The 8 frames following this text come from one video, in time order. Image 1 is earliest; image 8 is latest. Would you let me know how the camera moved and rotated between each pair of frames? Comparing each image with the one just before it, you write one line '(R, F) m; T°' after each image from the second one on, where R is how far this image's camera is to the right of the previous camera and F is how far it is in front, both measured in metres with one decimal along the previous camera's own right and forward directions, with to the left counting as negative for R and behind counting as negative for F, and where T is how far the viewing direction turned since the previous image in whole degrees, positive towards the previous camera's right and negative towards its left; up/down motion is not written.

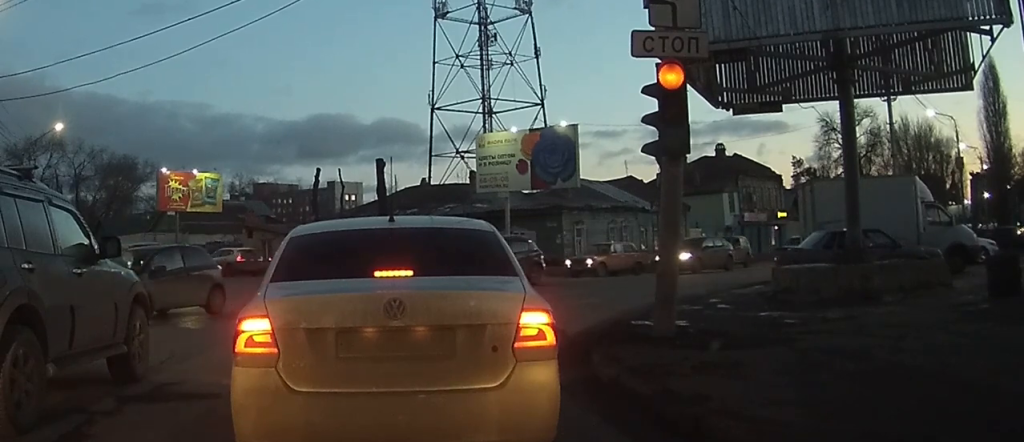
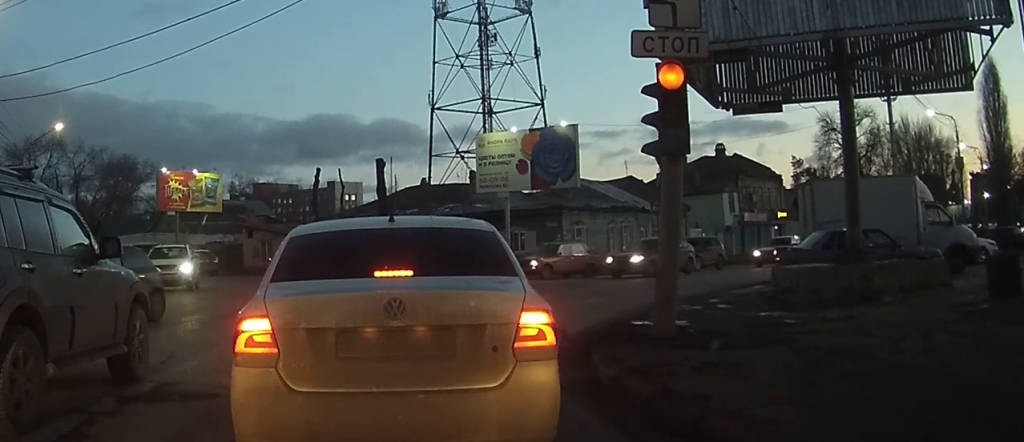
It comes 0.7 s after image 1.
(0.0, +0.1) m; 0°
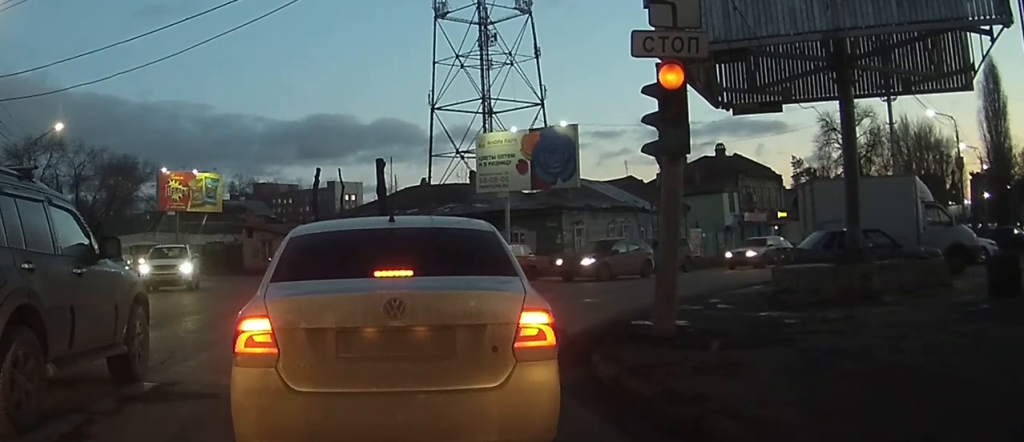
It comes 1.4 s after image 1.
(0.0, +0.1) m; 0°
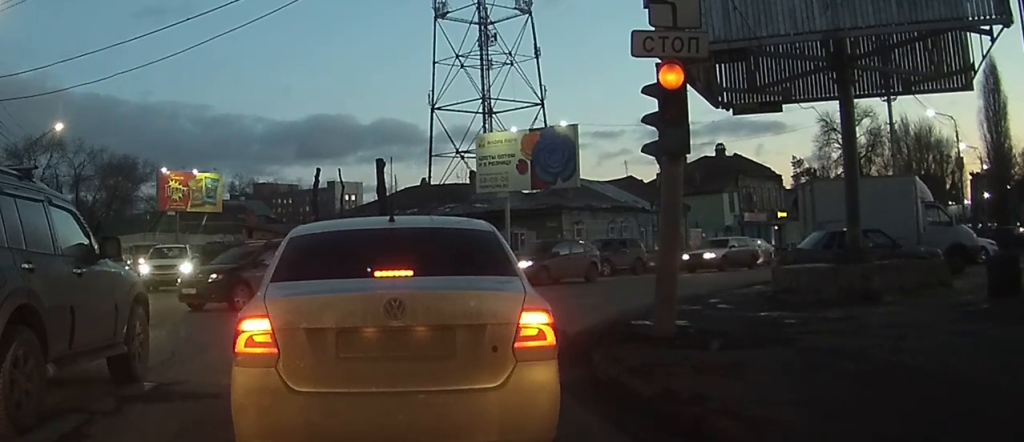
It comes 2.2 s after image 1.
(0.0, +0.2) m; 0°
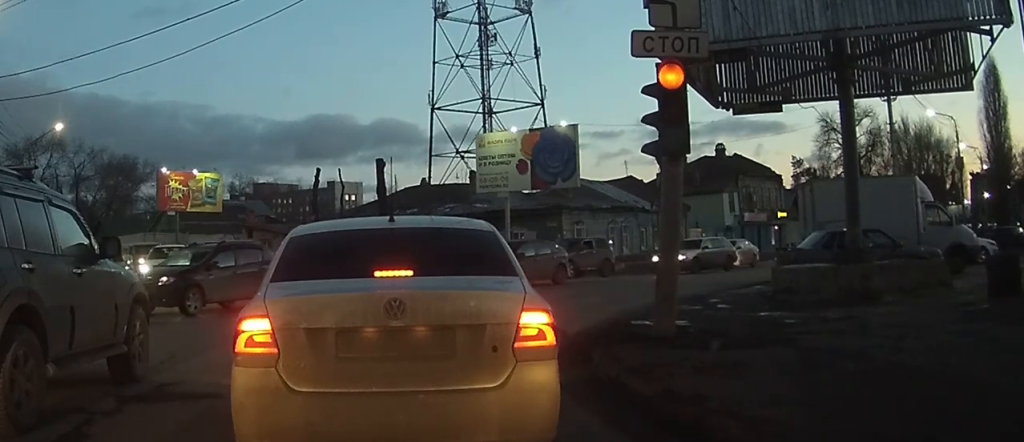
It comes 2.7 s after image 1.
(0.0, +0.1) m; 0°
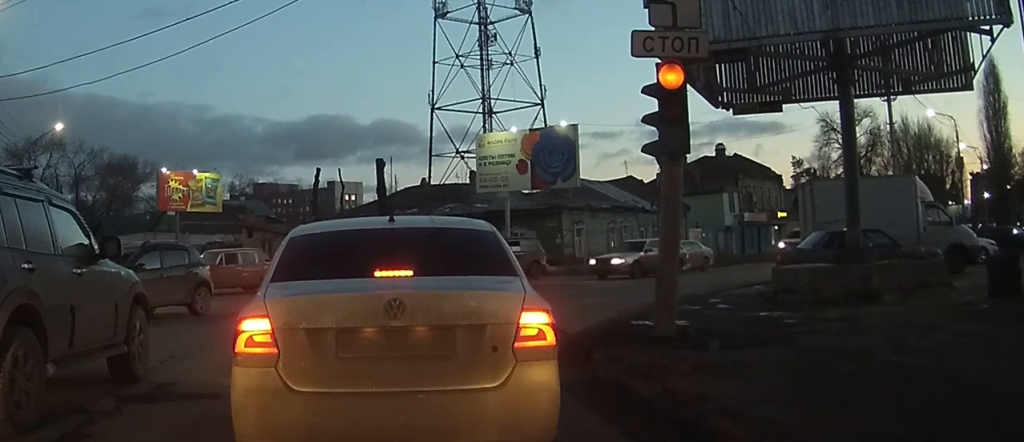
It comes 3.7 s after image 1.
(0.0, +0.3) m; 0°
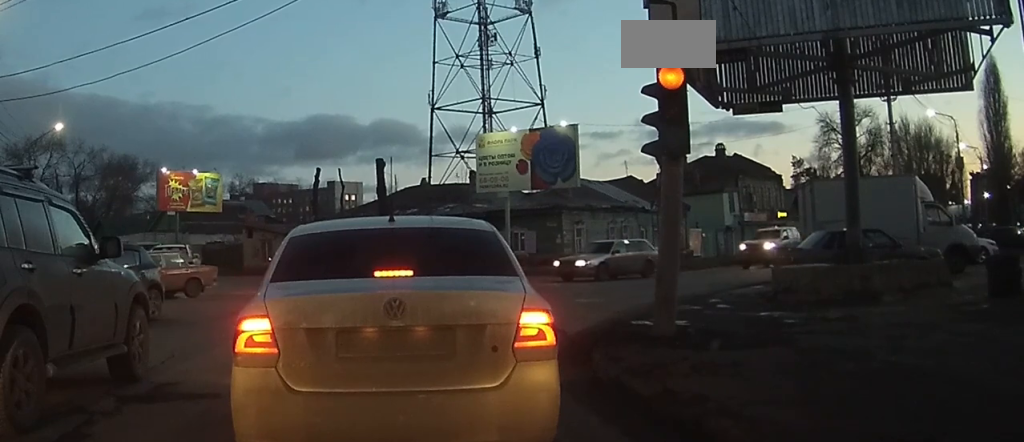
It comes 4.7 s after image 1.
(0.0, +0.2) m; 0°
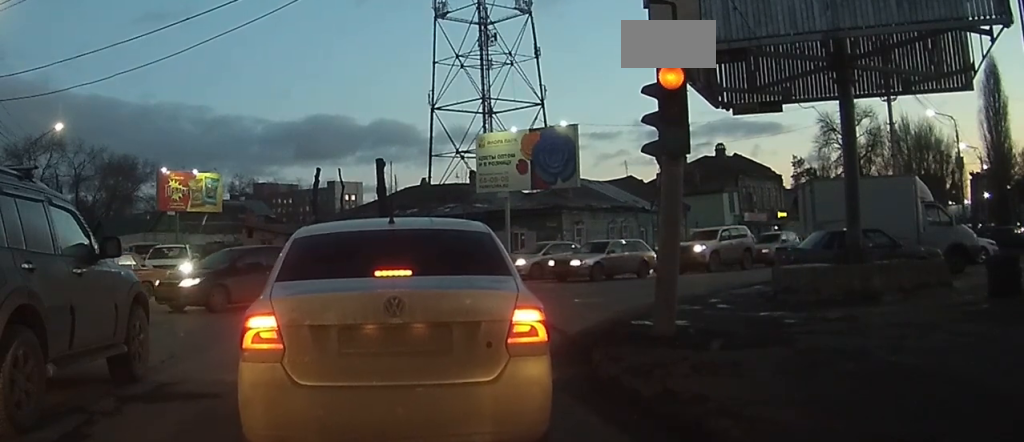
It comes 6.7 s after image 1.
(0.0, +0.4) m; 0°
